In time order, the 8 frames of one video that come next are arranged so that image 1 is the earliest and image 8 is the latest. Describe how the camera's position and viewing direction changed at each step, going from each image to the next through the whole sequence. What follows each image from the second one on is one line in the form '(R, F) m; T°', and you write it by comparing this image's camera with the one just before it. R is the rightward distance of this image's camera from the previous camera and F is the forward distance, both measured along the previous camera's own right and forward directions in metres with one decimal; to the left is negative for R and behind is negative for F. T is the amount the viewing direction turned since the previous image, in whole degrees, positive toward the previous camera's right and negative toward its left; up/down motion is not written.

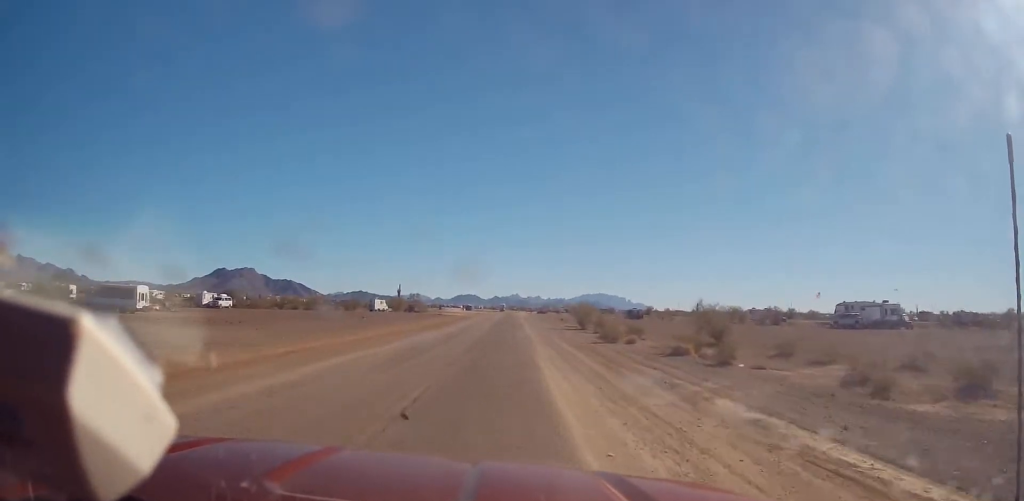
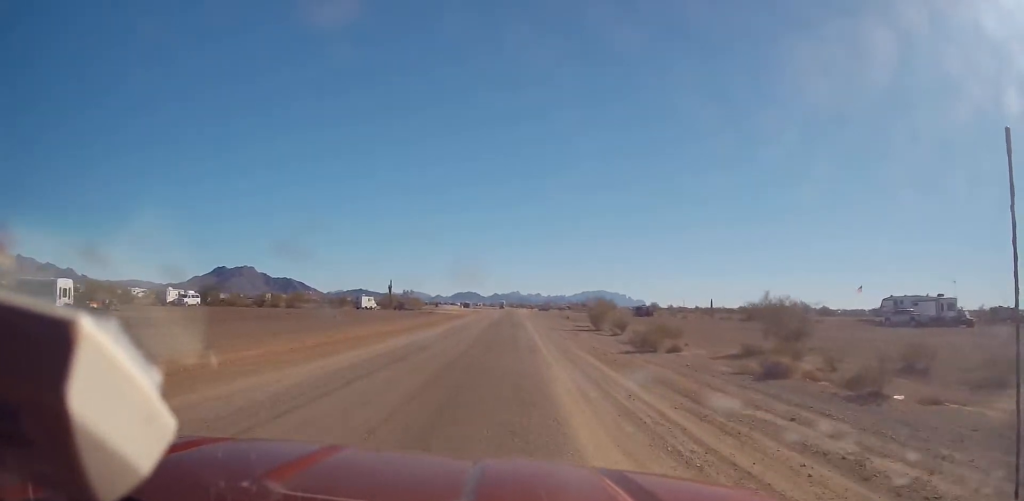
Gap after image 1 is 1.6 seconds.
(-0.1, +12.7) m; 0°
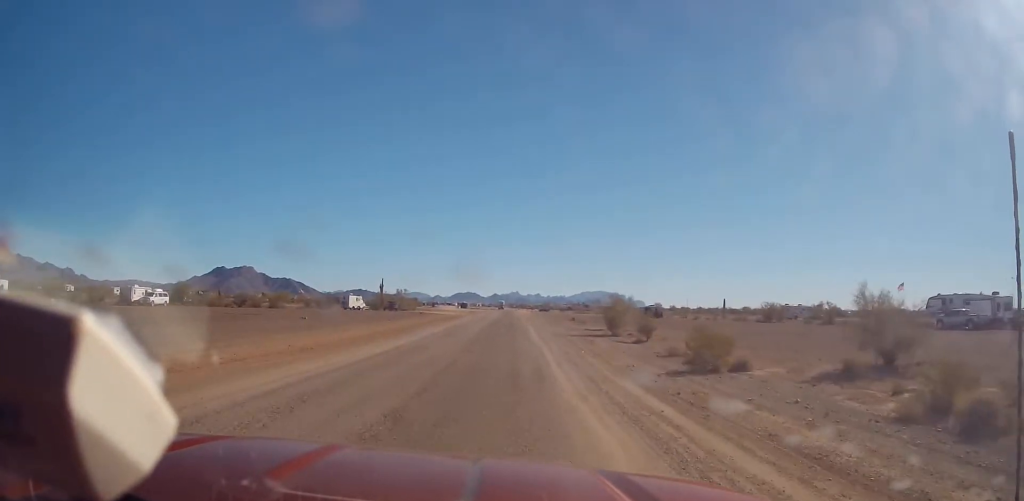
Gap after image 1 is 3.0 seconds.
(-0.2, +10.4) m; 0°
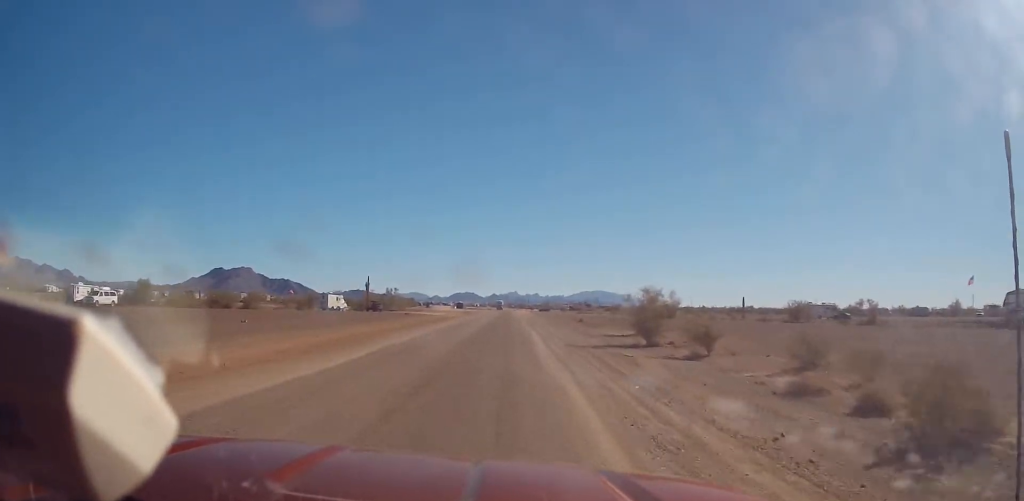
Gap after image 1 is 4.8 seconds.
(+0.2, +13.5) m; 0°
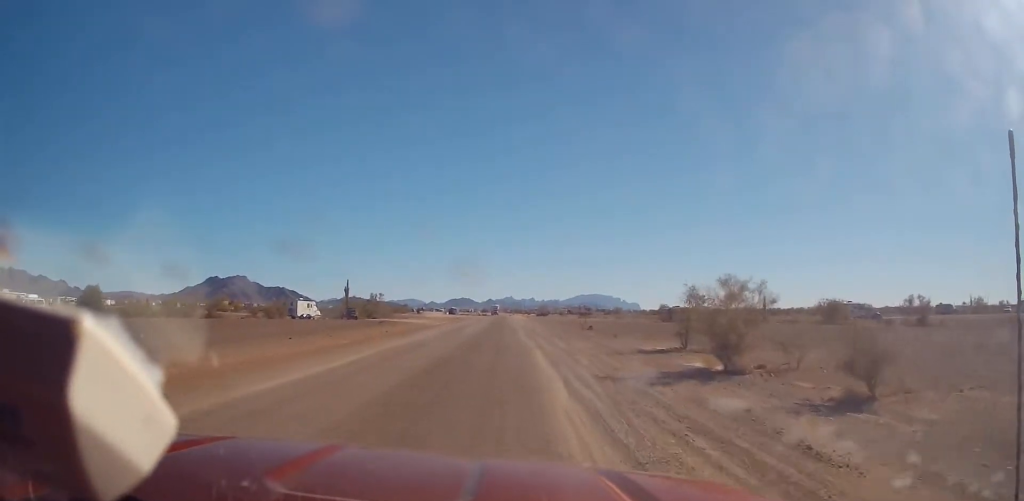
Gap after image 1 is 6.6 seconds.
(+0.3, +14.2) m; 0°
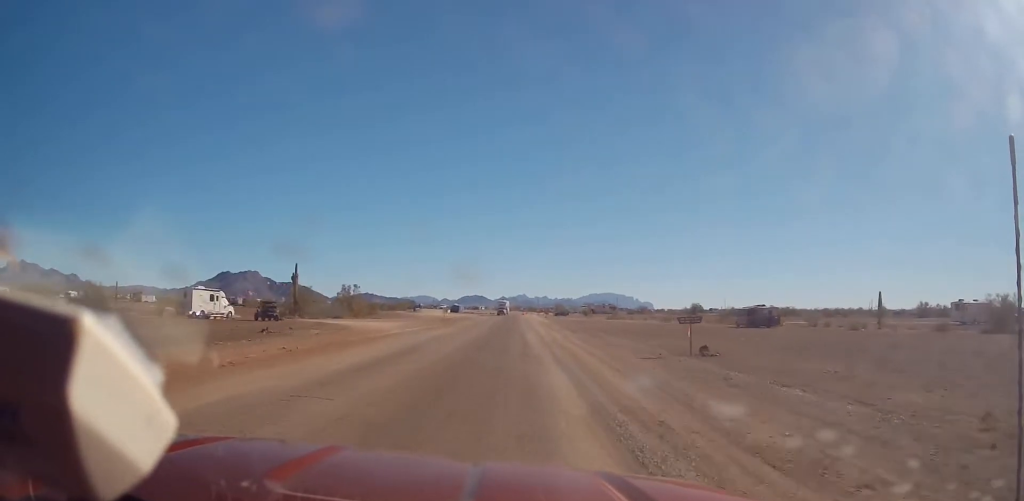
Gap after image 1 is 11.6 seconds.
(-0.3, +37.0) m; 0°
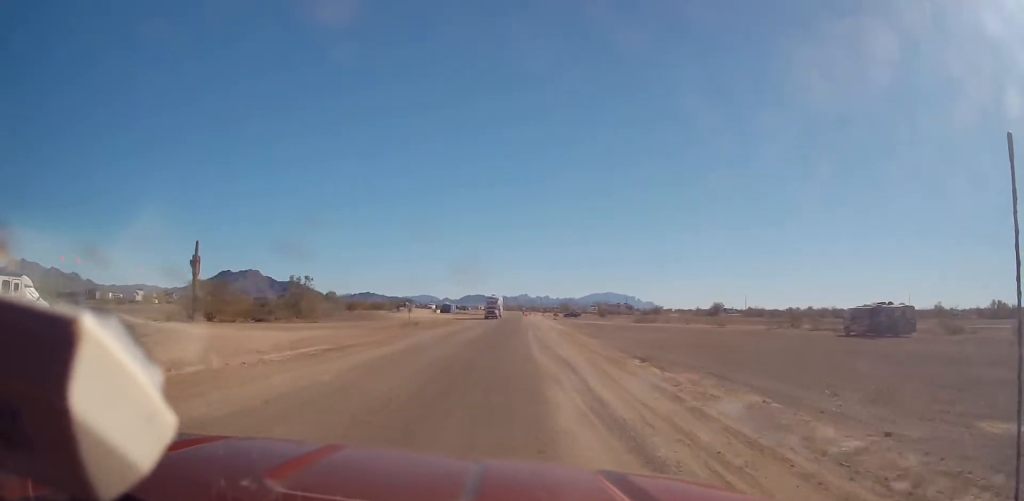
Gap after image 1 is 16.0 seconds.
(-0.4, +31.1) m; -1°
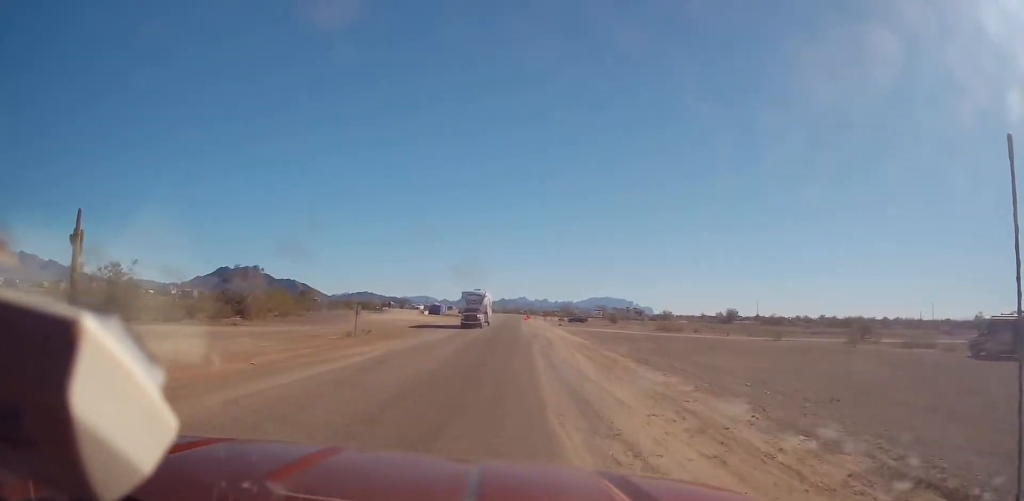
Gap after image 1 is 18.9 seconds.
(0.0, +19.7) m; +1°
